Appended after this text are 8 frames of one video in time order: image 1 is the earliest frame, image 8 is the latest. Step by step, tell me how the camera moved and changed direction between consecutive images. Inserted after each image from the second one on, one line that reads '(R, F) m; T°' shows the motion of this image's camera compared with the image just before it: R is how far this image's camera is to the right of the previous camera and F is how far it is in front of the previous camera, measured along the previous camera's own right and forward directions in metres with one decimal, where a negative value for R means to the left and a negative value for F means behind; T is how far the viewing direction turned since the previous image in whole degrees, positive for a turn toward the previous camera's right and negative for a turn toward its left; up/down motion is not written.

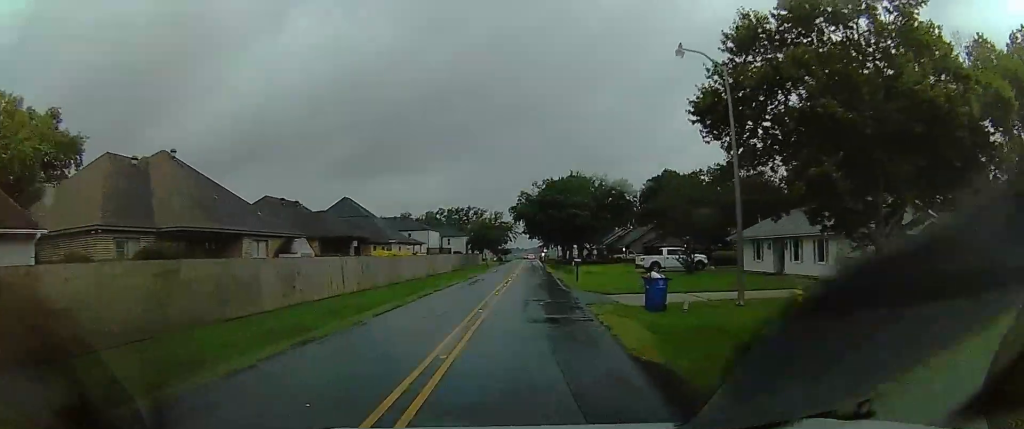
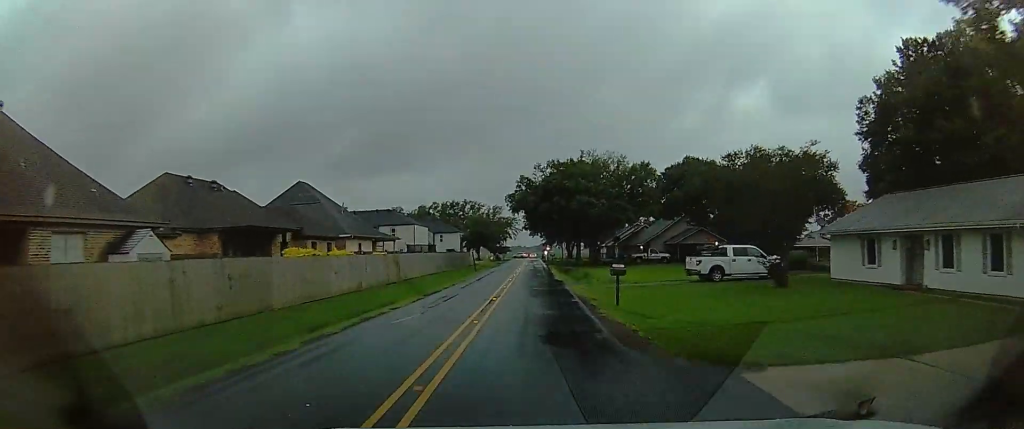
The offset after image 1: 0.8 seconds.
(0.0, +13.9) m; -2°
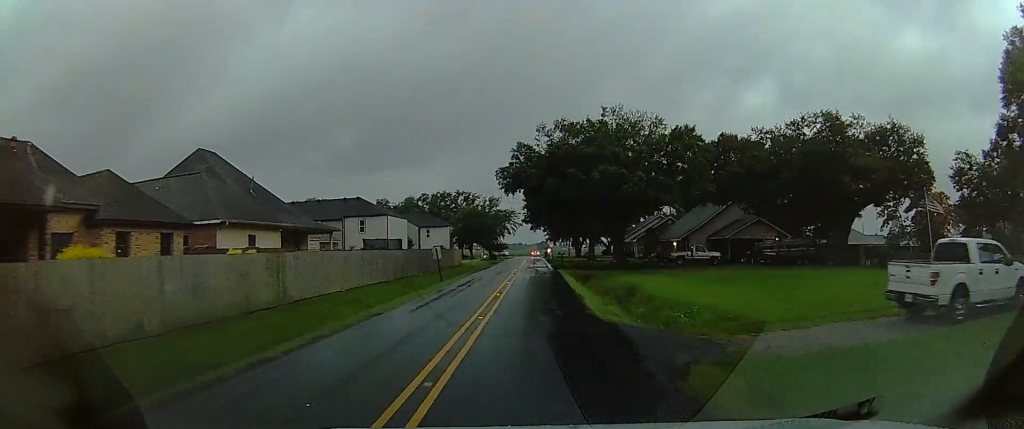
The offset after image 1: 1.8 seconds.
(-0.5, +18.1) m; -3°
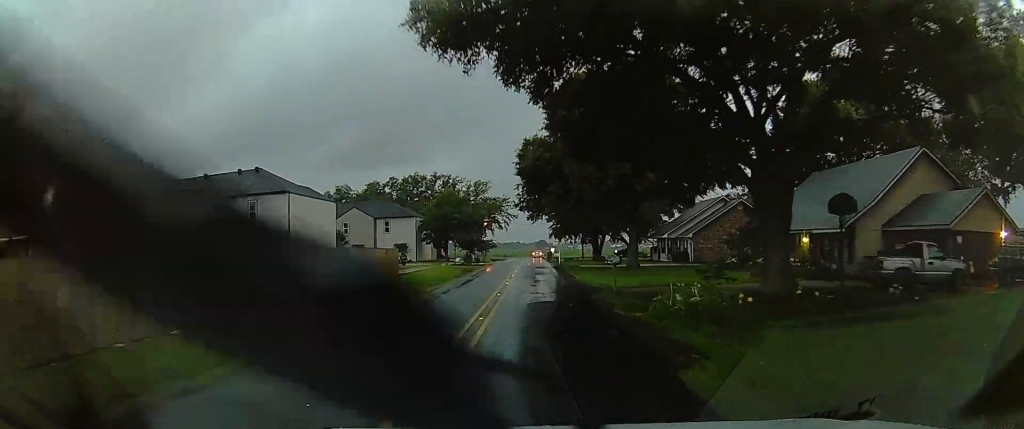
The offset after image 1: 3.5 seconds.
(+0.5, +31.3) m; +5°
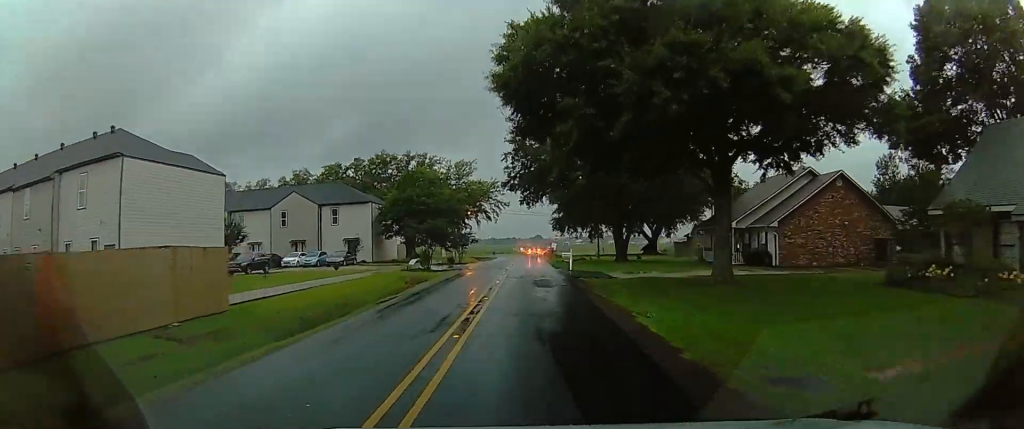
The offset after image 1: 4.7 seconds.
(0.0, +21.5) m; 0°
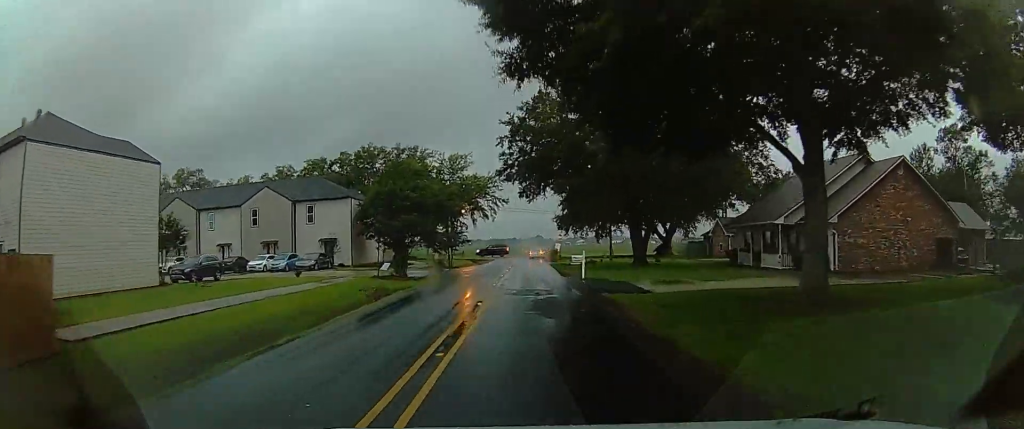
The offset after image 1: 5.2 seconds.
(0.0, +7.9) m; 0°
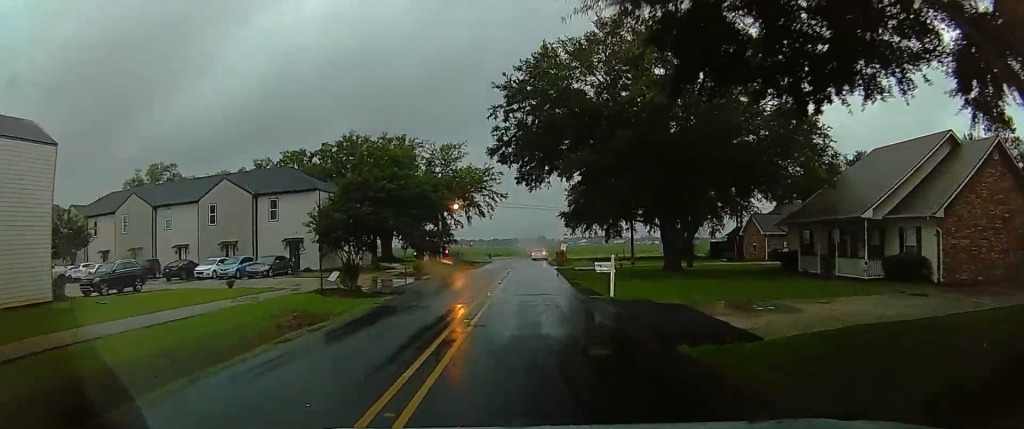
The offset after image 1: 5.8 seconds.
(0.0, +9.5) m; 0°
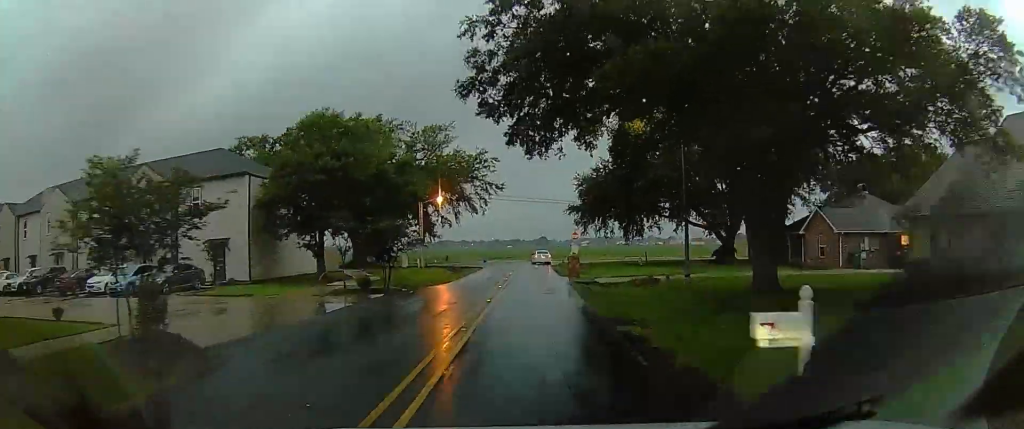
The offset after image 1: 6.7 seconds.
(0.0, +13.6) m; 0°
